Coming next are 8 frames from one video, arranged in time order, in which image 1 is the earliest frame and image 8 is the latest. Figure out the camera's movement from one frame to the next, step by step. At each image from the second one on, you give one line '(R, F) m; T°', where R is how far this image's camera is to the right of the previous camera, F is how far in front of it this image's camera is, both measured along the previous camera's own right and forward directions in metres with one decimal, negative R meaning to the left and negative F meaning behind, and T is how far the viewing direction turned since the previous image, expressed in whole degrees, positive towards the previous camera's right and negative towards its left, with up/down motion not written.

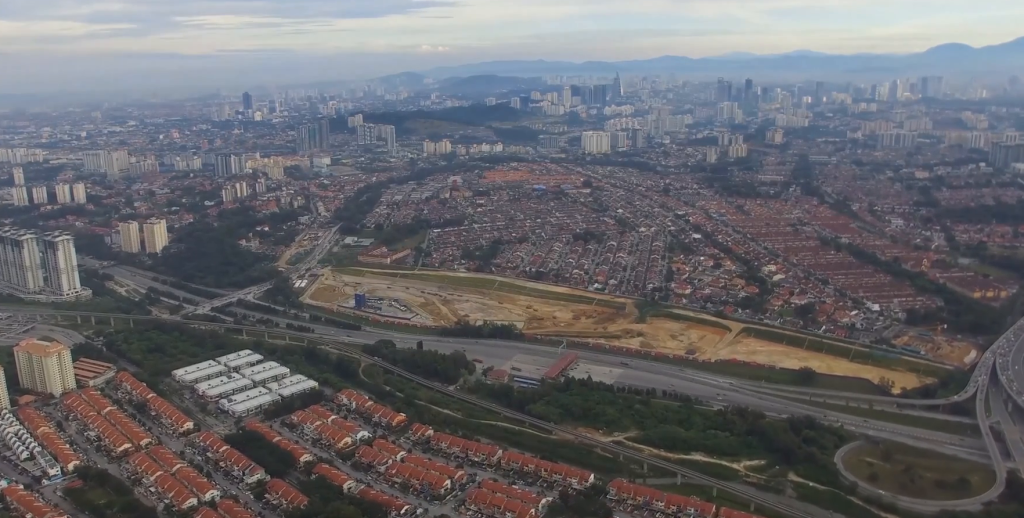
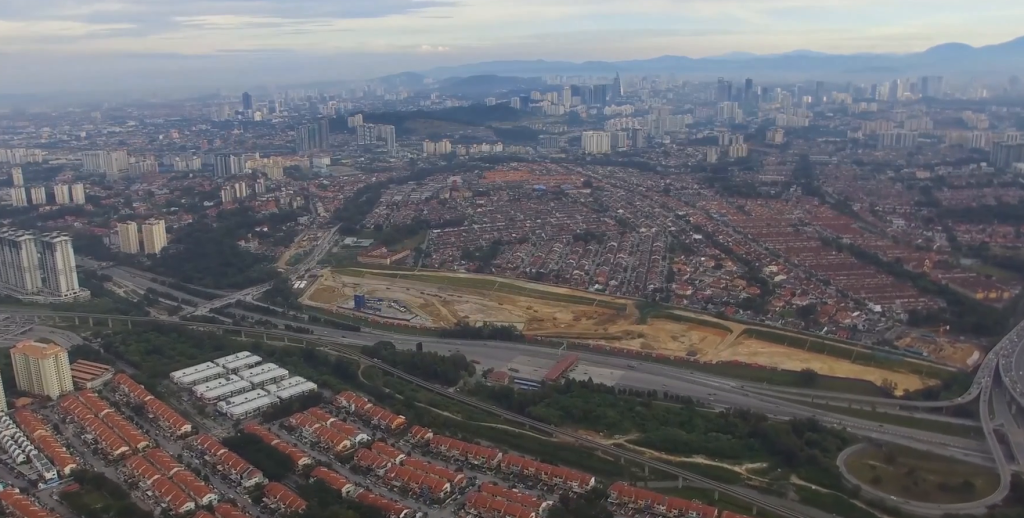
(0.0, +6.0) m; 0°
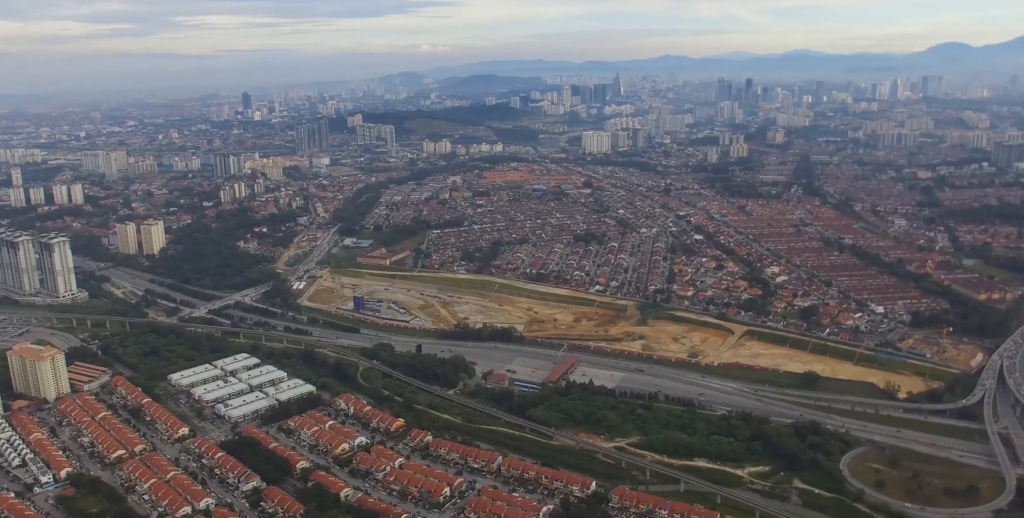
(0.0, +7.5) m; 0°
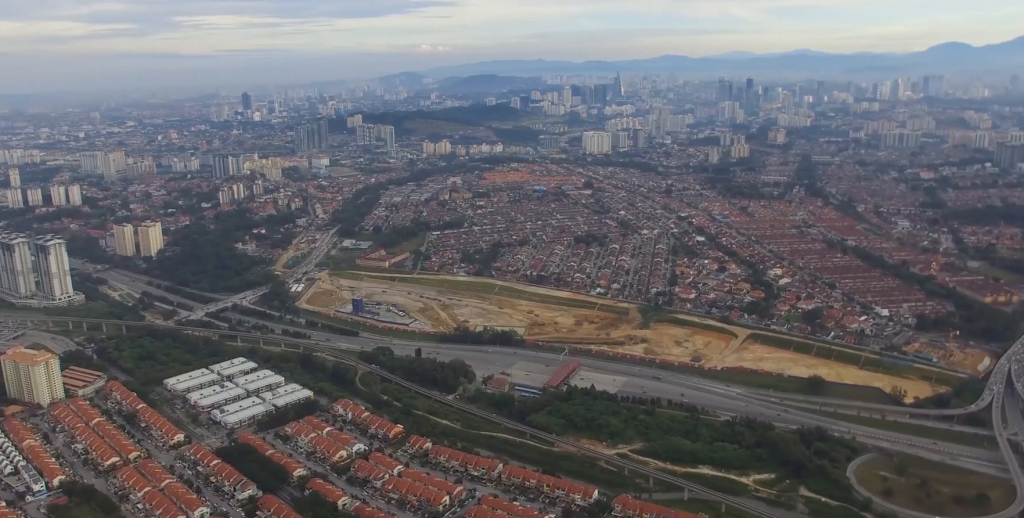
(-0.1, +13.6) m; 0°
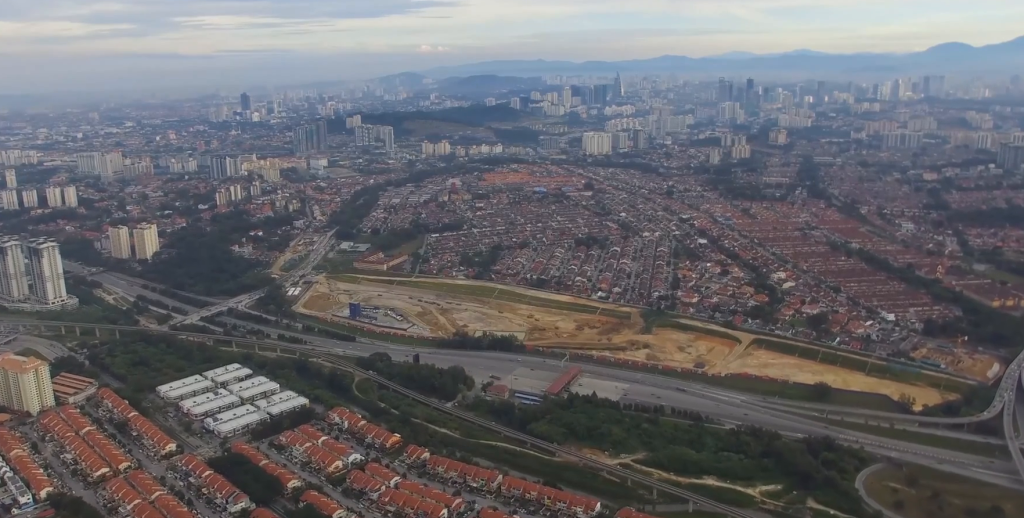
(0.0, +19.6) m; 0°
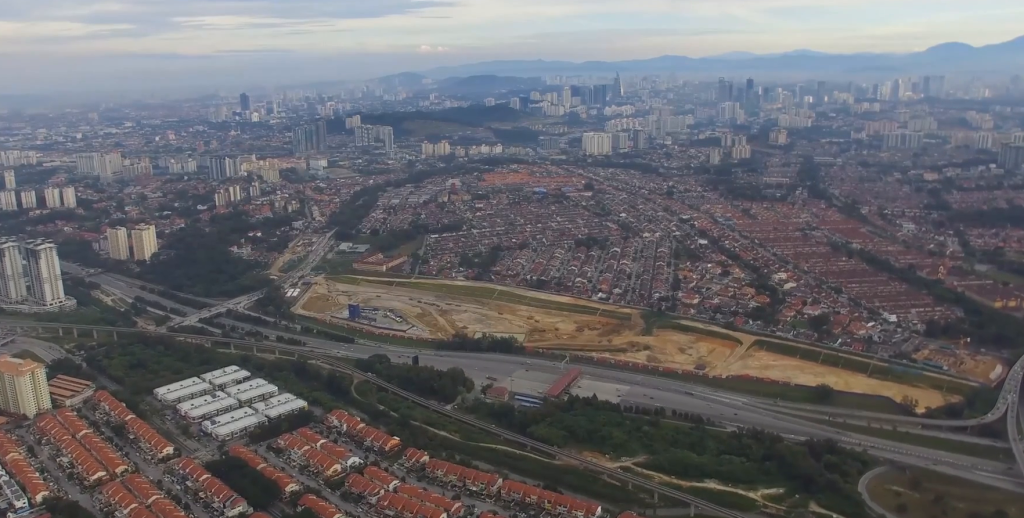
(0.0, +6.5) m; 0°
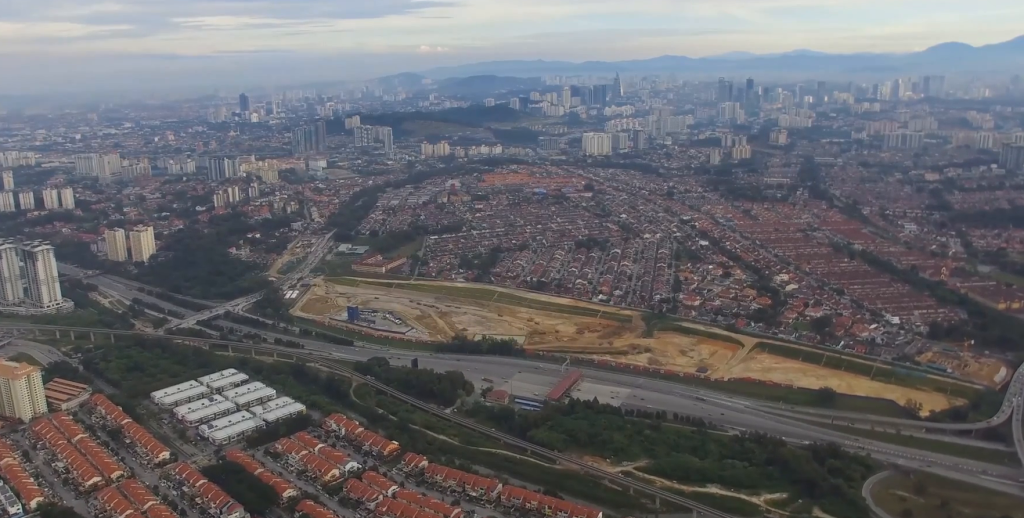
(0.0, +8.5) m; 0°
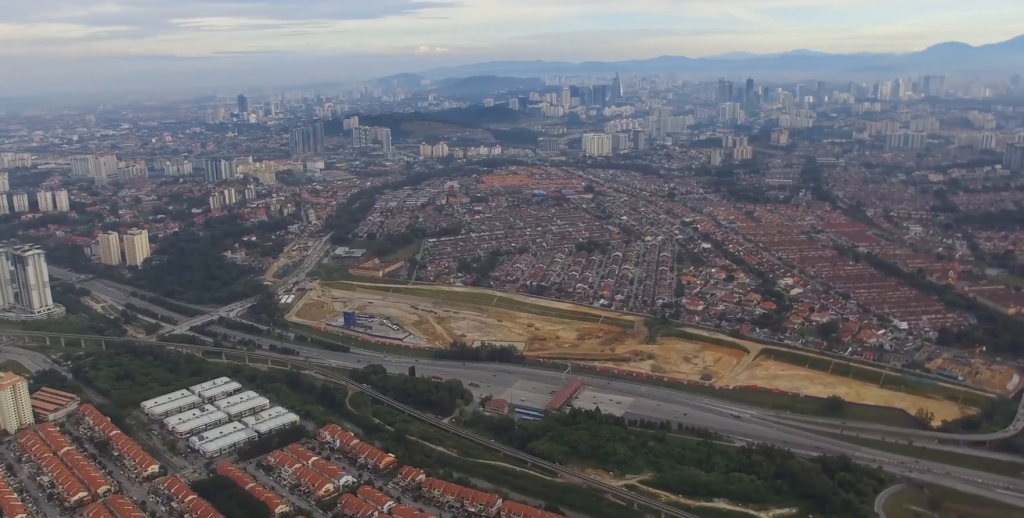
(-0.1, +24.9) m; -1°
